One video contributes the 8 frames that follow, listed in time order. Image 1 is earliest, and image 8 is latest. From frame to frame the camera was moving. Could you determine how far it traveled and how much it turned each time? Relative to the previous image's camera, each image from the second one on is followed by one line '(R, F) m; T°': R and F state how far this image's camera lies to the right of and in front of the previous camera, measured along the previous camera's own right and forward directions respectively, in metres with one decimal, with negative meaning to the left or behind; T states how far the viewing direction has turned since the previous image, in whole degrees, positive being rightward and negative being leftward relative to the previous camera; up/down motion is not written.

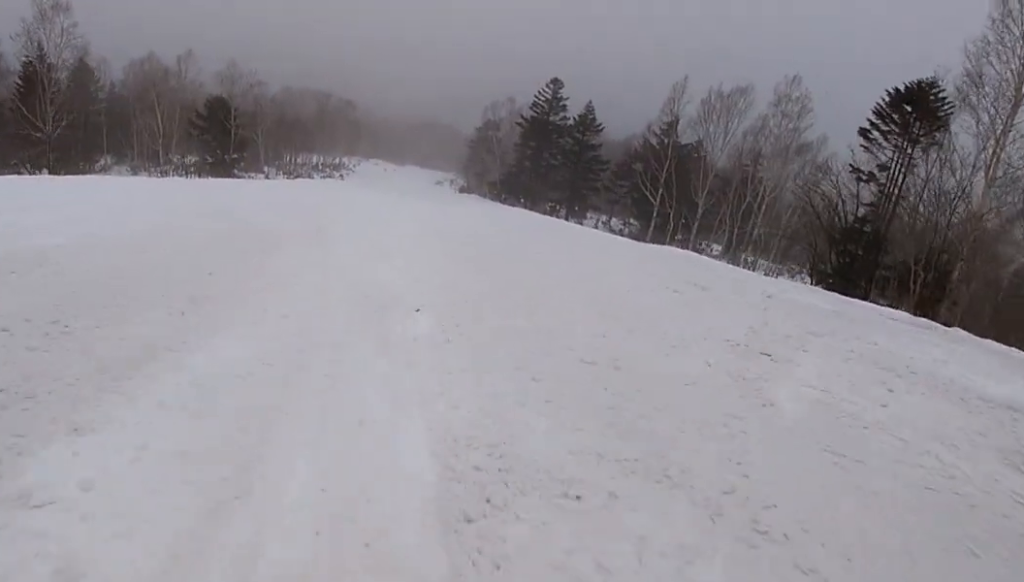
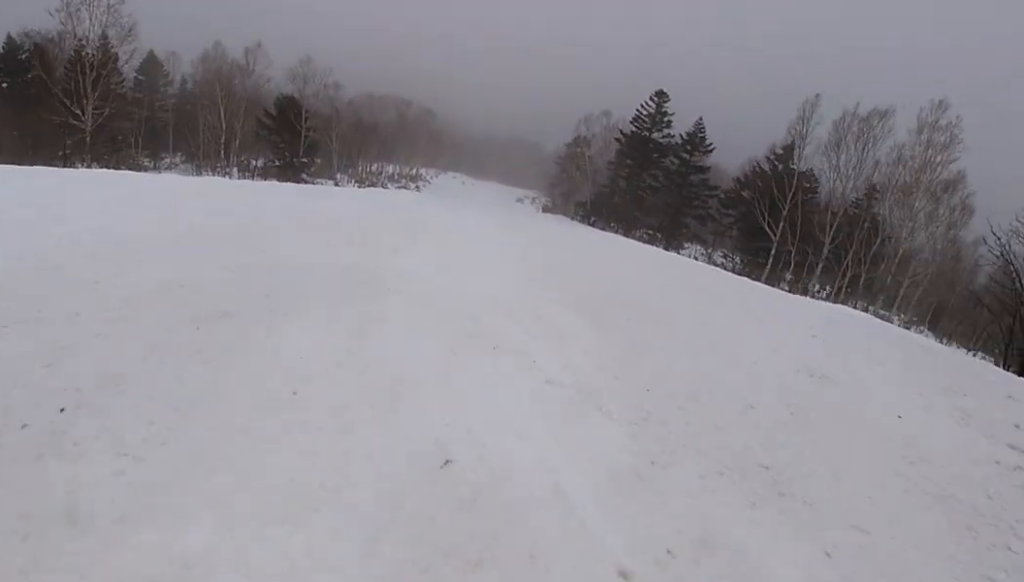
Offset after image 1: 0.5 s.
(-0.3, +4.7) m; -3°
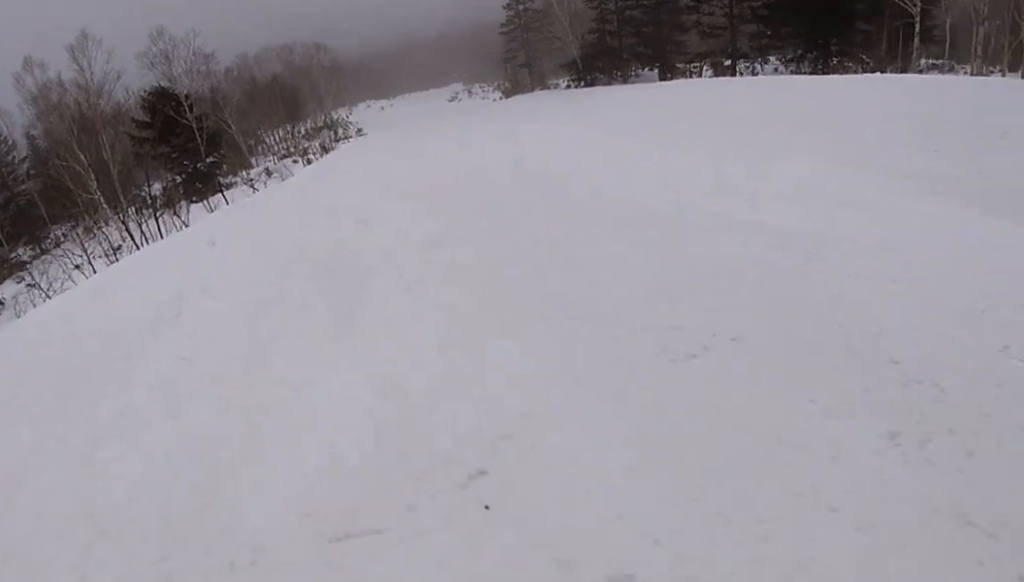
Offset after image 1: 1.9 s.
(-0.8, +14.3) m; -1°
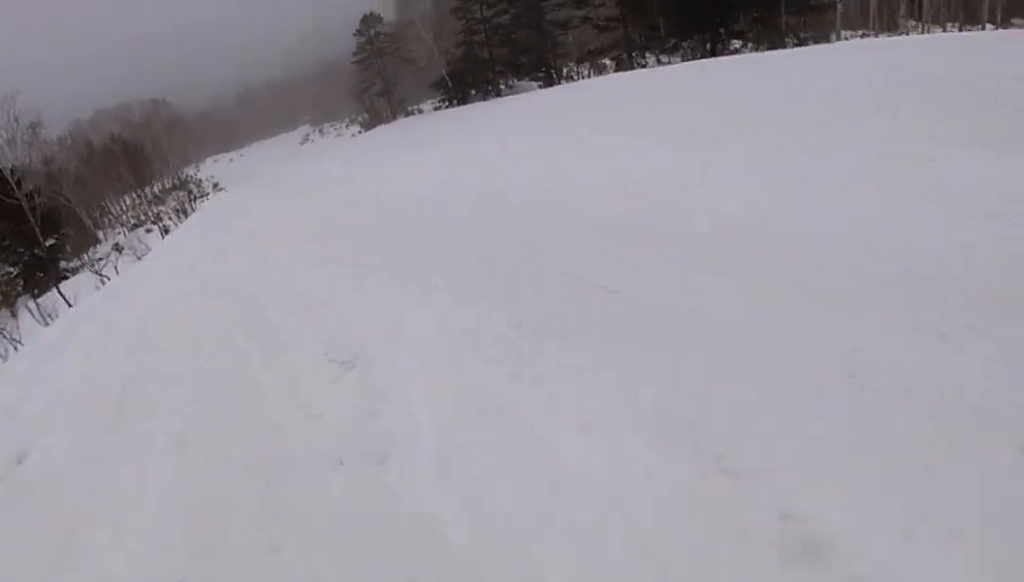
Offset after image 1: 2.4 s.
(+0.1, +5.2) m; +6°
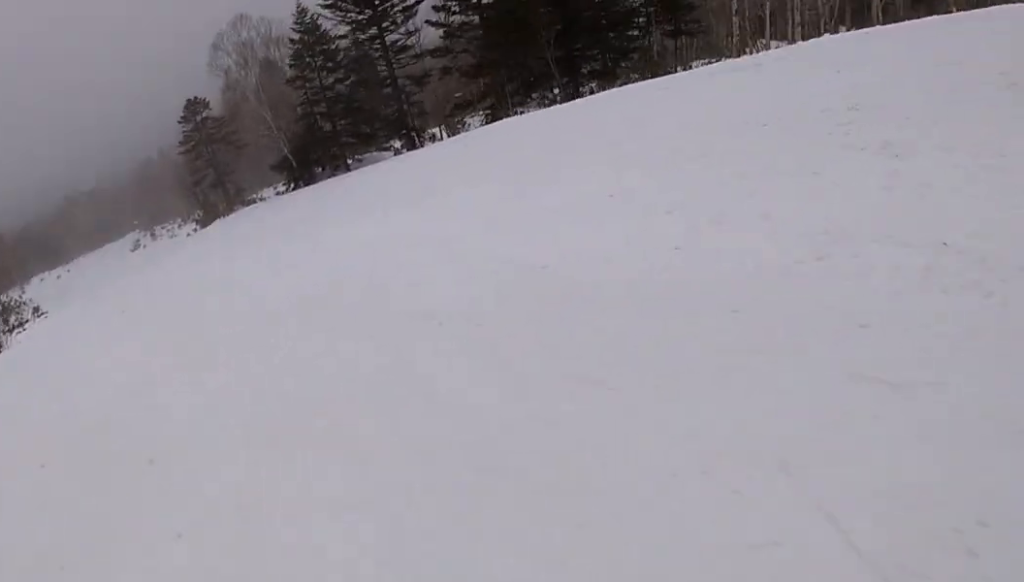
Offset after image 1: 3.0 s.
(-0.4, +5.2) m; +9°
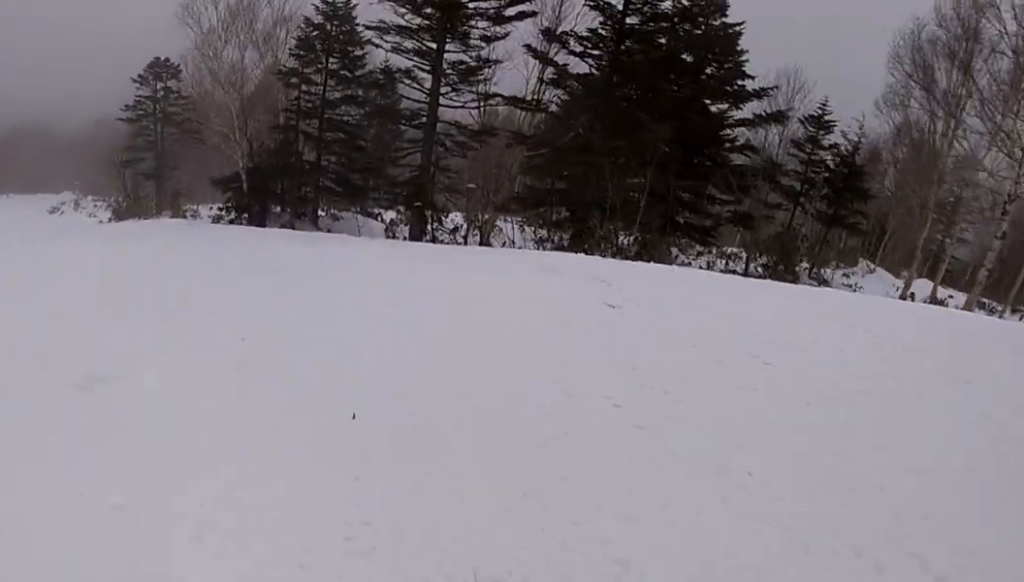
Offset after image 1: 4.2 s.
(+3.1, +11.1) m; +21°
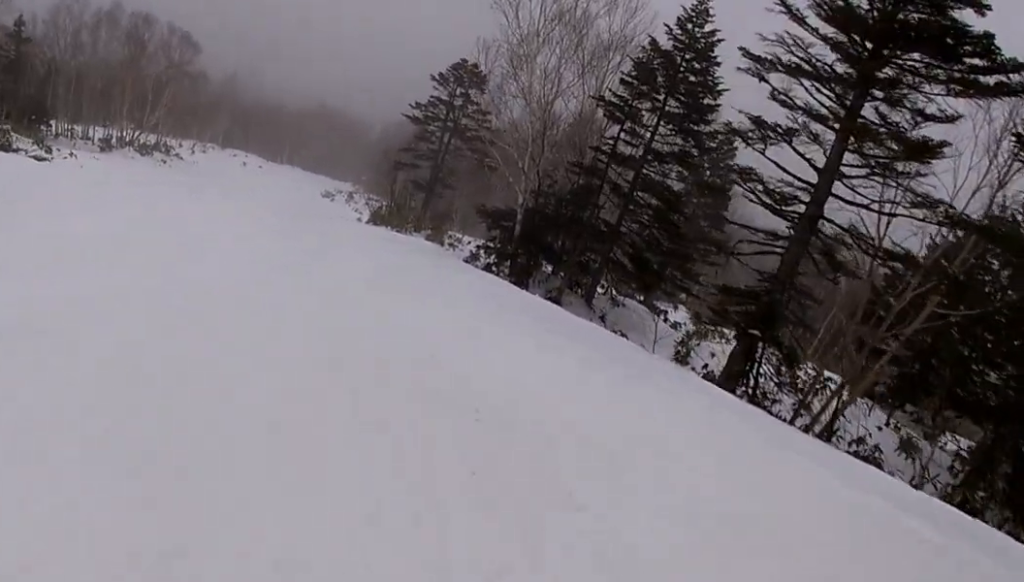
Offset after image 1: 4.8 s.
(+0.1, +6.0) m; -8°
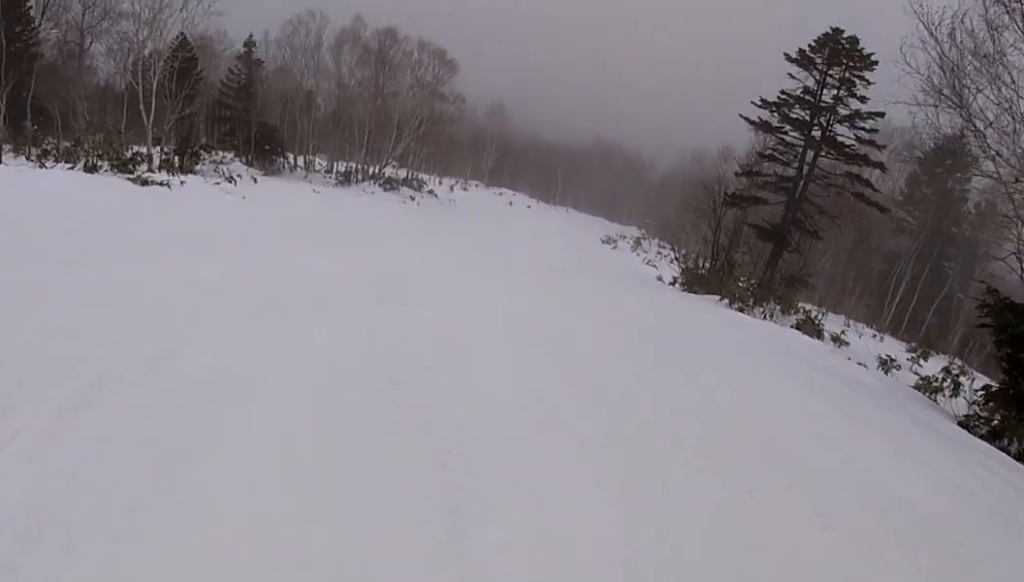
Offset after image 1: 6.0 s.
(-1.9, +10.6) m; -22°
